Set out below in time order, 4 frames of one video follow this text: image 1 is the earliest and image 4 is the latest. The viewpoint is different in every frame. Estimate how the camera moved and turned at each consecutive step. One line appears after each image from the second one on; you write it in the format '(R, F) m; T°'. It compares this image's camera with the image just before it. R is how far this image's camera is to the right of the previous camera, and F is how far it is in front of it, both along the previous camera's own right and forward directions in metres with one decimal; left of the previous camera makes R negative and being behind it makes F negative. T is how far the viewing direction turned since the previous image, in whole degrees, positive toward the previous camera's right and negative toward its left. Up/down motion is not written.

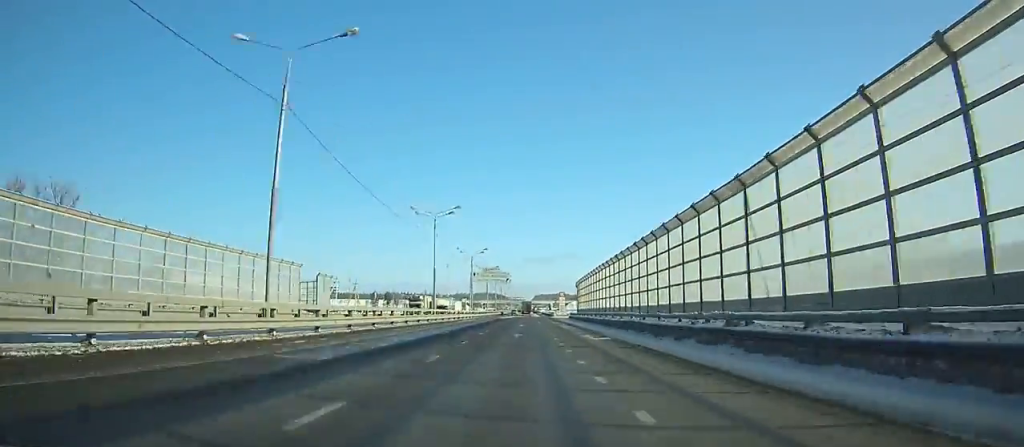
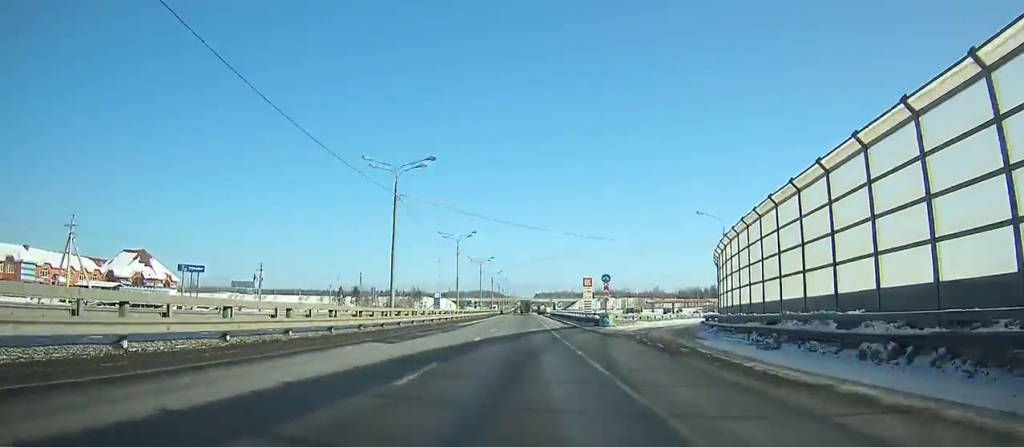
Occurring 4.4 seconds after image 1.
(-0.9, +94.9) m; 0°
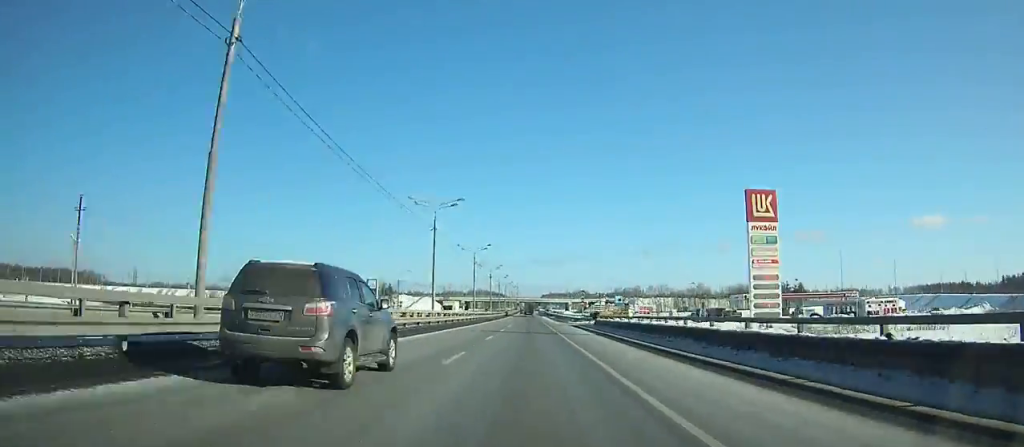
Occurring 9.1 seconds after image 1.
(+0.2, +101.7) m; 0°
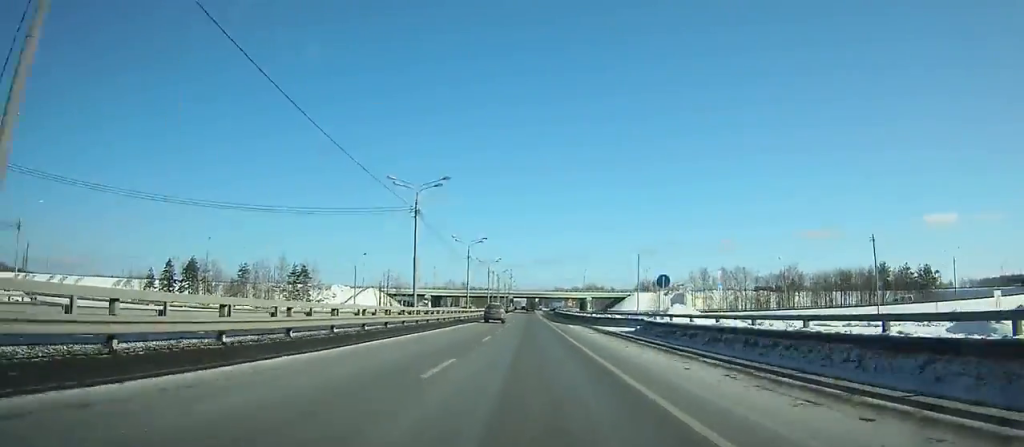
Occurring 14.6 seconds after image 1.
(-0.6, +119.6) m; 0°
